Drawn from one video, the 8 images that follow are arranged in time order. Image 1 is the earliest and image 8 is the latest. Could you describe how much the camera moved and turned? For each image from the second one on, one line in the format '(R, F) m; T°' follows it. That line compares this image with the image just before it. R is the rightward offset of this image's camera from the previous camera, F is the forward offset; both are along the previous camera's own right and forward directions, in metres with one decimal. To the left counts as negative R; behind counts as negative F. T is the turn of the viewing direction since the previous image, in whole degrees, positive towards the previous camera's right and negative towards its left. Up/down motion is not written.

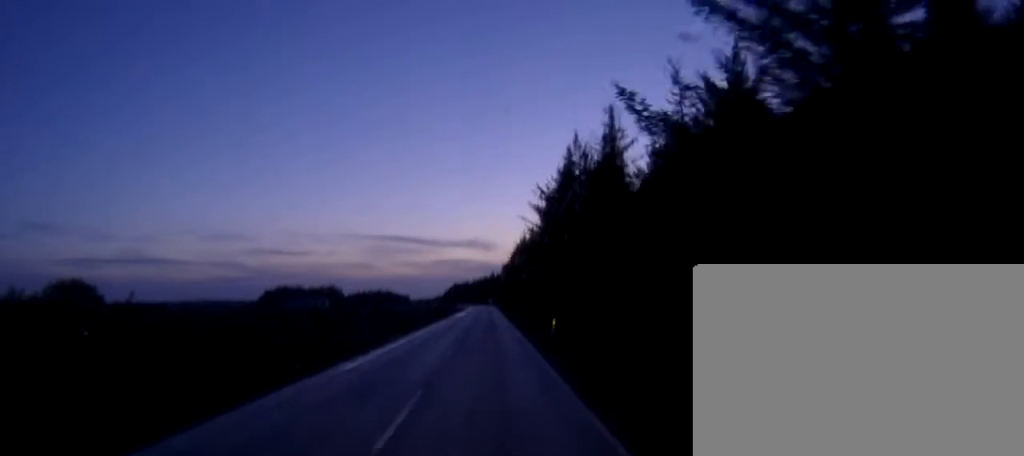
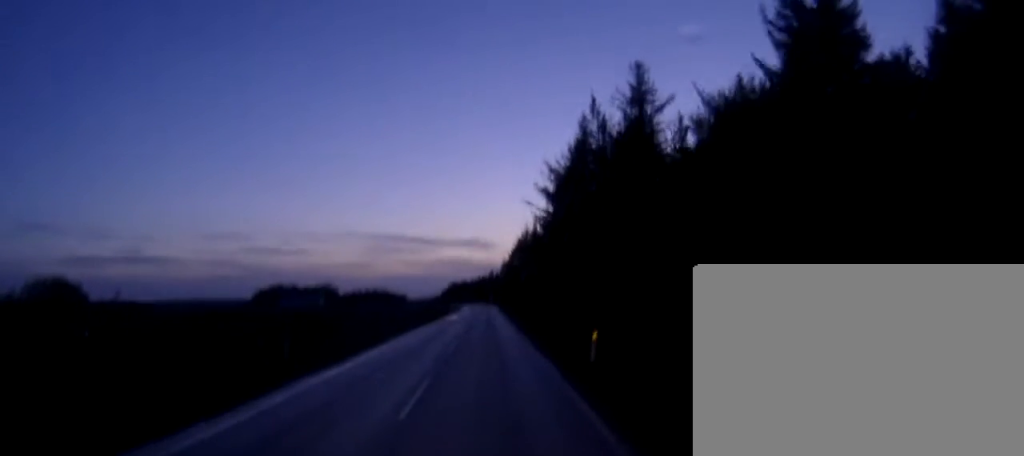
(+0.1, +12.8) m; 0°
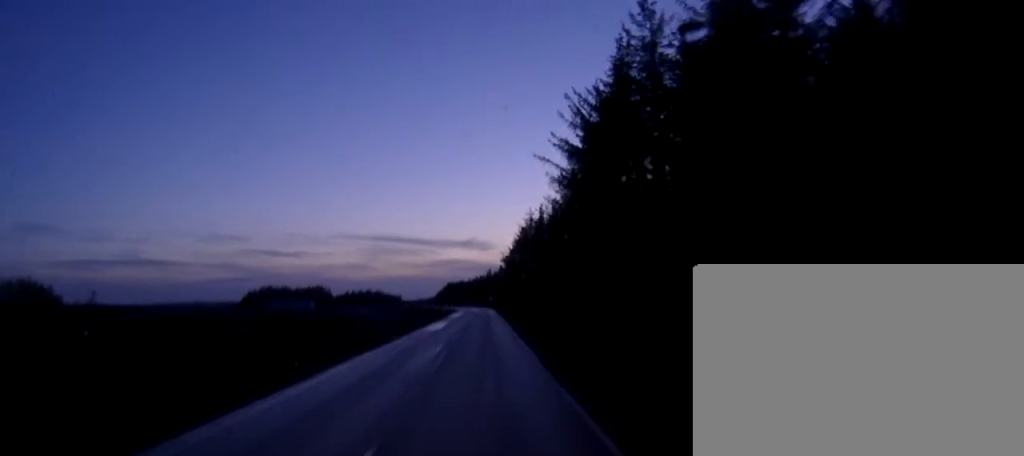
(-0.1, +21.3) m; -1°
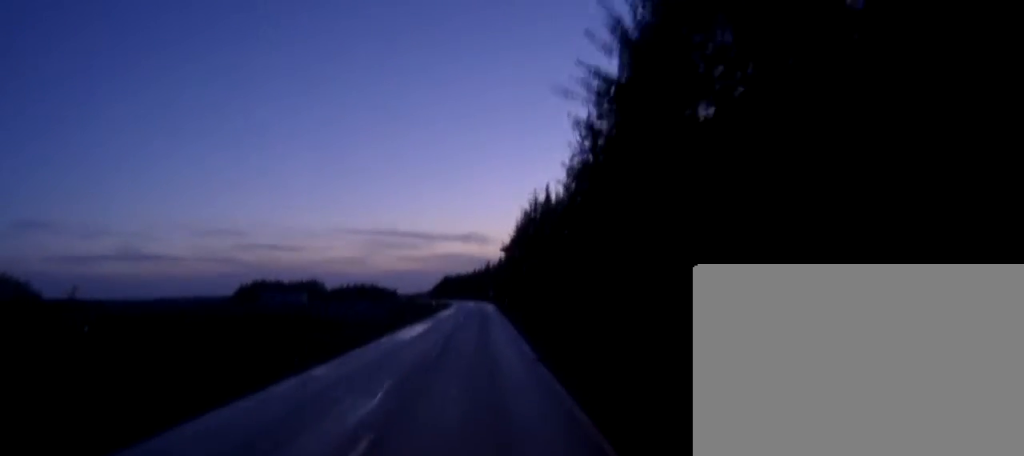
(-0.1, +15.3) m; -1°
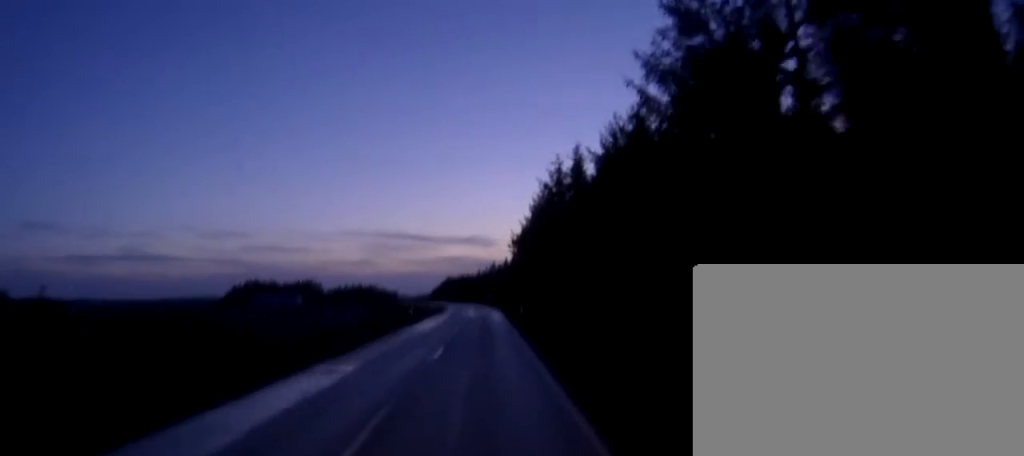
(-0.3, +27.4) m; -1°
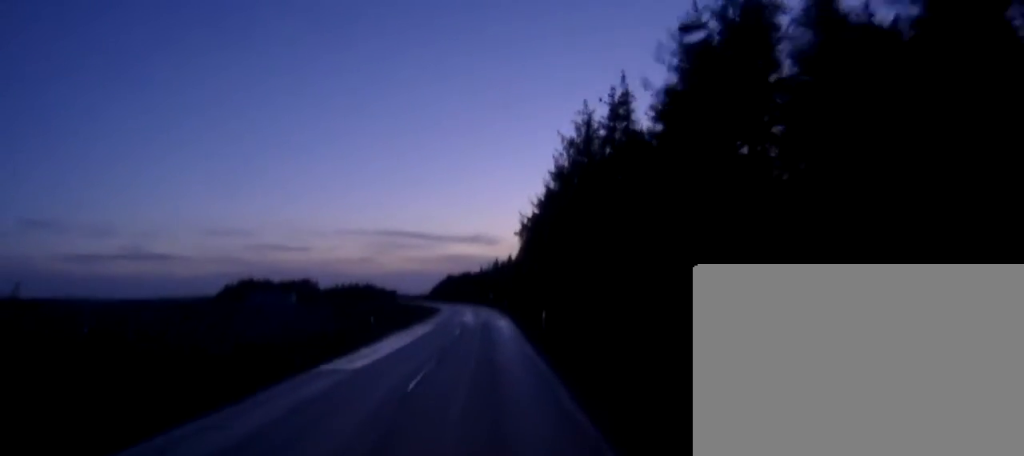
(0.0, +19.9) m; 0°
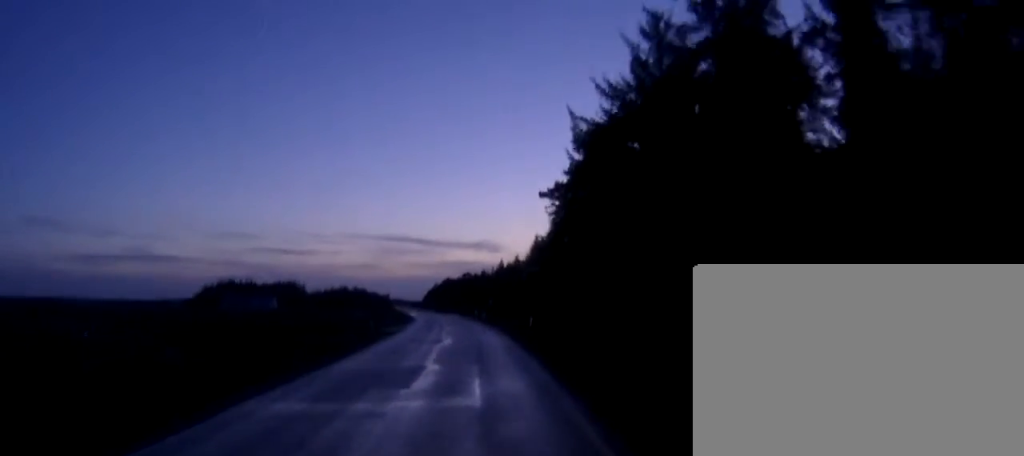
(+0.7, +45.8) m; +1°
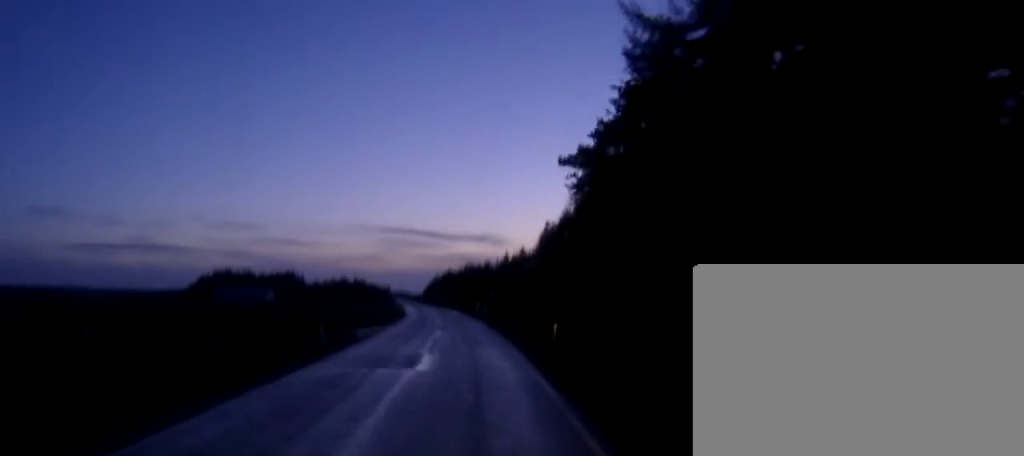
(+0.2, +12.7) m; -1°
